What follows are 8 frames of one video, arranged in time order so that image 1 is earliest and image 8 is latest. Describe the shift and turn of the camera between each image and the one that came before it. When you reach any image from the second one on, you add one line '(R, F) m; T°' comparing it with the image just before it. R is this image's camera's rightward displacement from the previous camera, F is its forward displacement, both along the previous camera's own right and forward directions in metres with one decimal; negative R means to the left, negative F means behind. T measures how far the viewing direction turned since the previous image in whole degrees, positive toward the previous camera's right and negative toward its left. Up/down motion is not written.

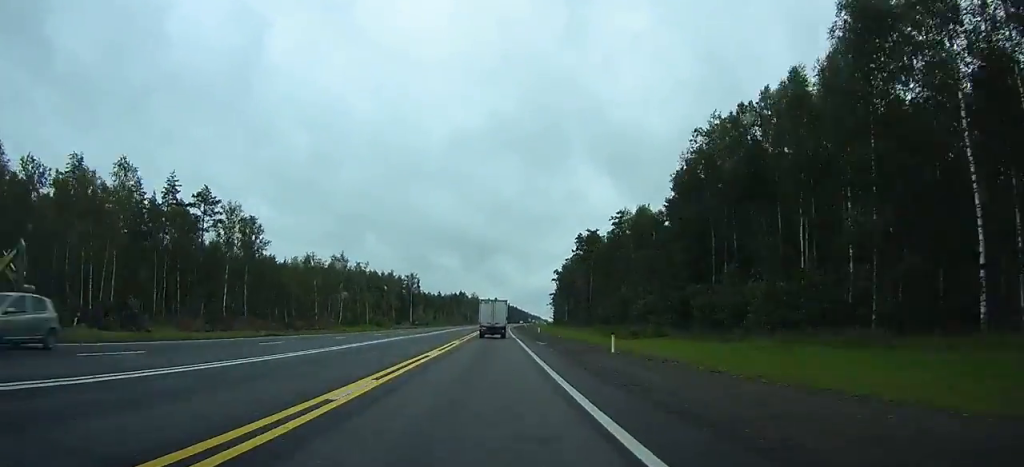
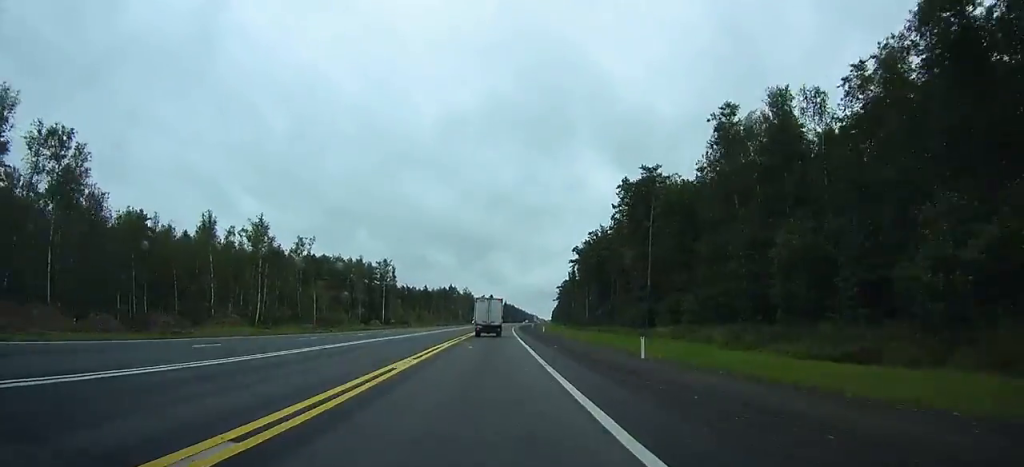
(+0.2, +54.2) m; 0°
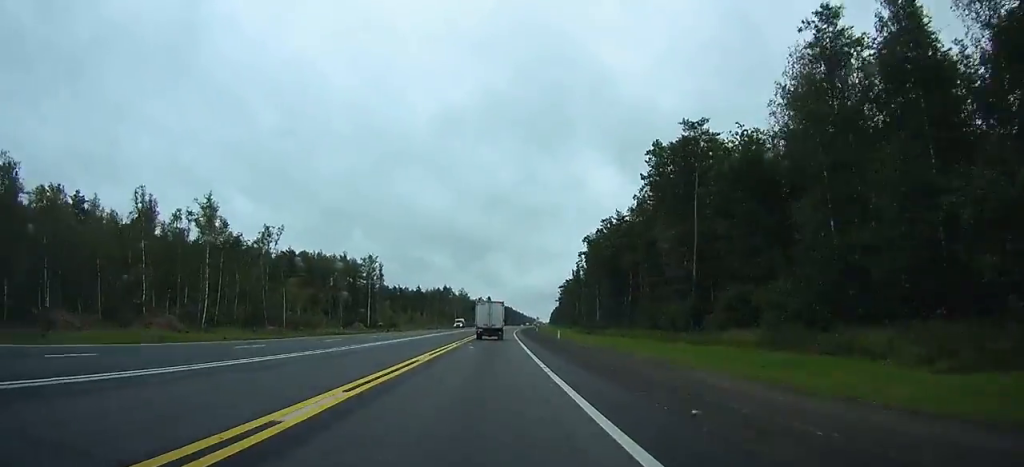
(0.0, +19.2) m; 0°
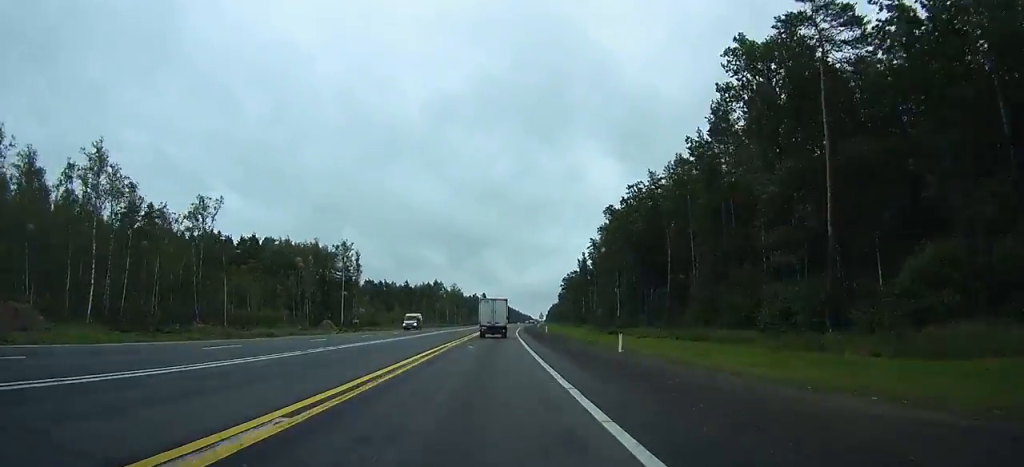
(0.0, +25.6) m; 0°
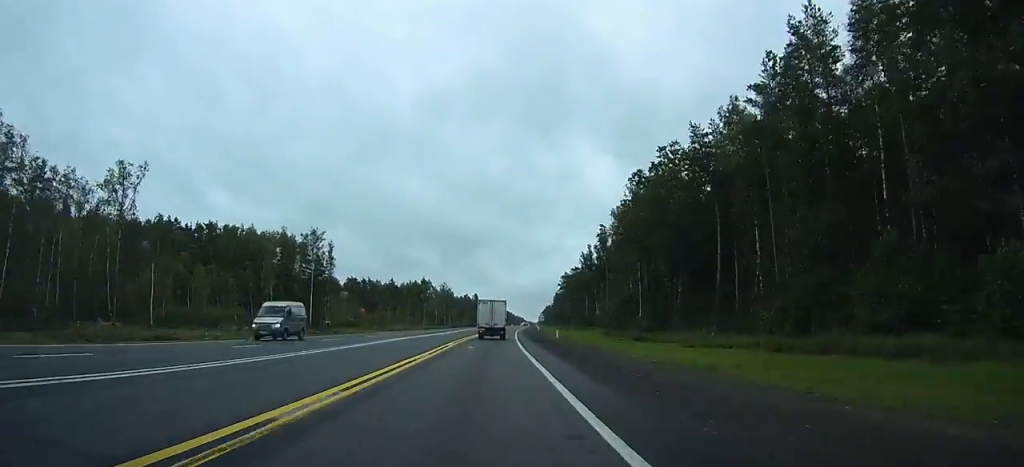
(0.0, +19.8) m; 0°
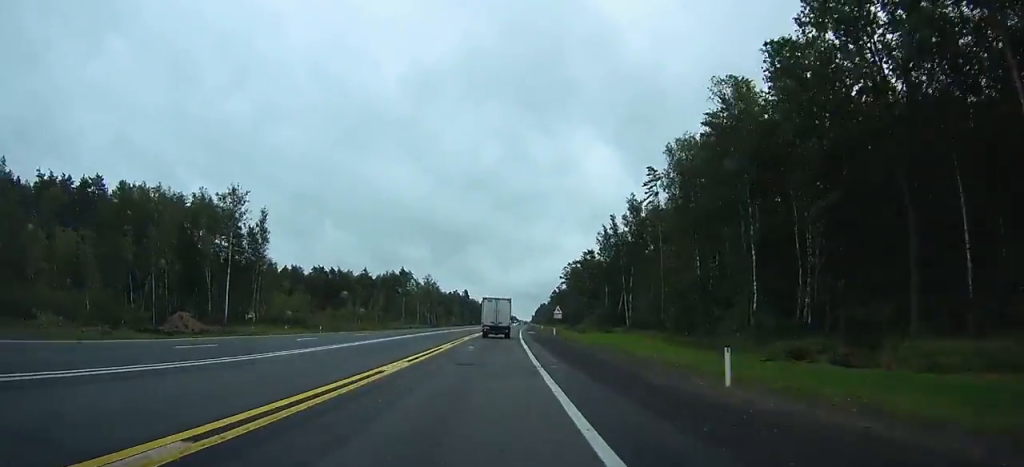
(+0.4, +36.4) m; +1°
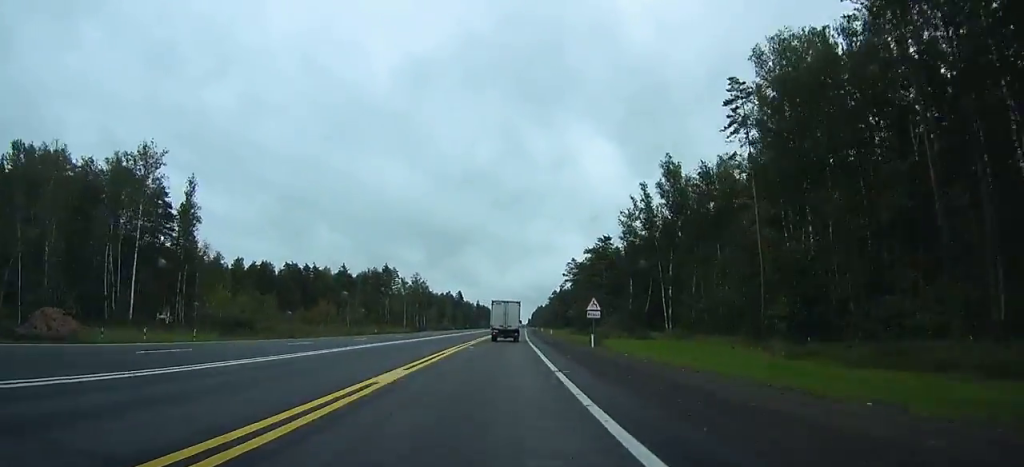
(+0.1, +22.7) m; +1°
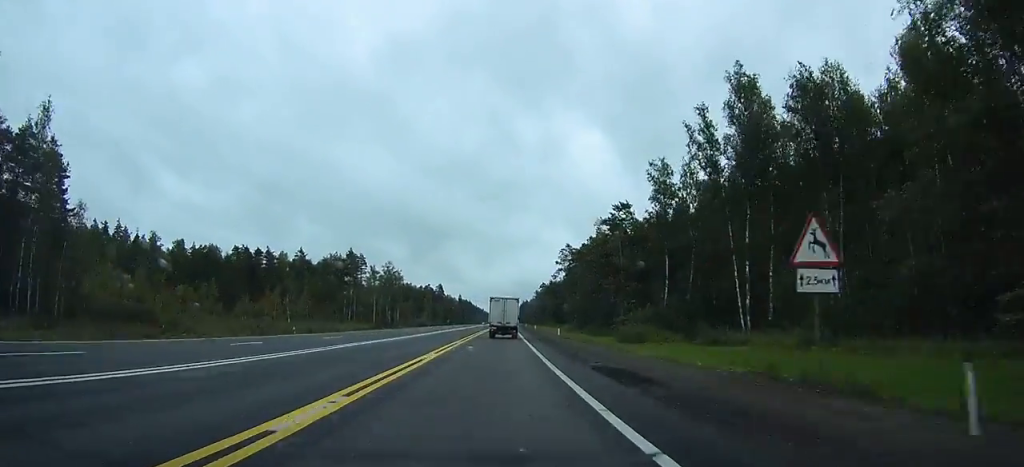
(0.0, +24.8) m; +1°
